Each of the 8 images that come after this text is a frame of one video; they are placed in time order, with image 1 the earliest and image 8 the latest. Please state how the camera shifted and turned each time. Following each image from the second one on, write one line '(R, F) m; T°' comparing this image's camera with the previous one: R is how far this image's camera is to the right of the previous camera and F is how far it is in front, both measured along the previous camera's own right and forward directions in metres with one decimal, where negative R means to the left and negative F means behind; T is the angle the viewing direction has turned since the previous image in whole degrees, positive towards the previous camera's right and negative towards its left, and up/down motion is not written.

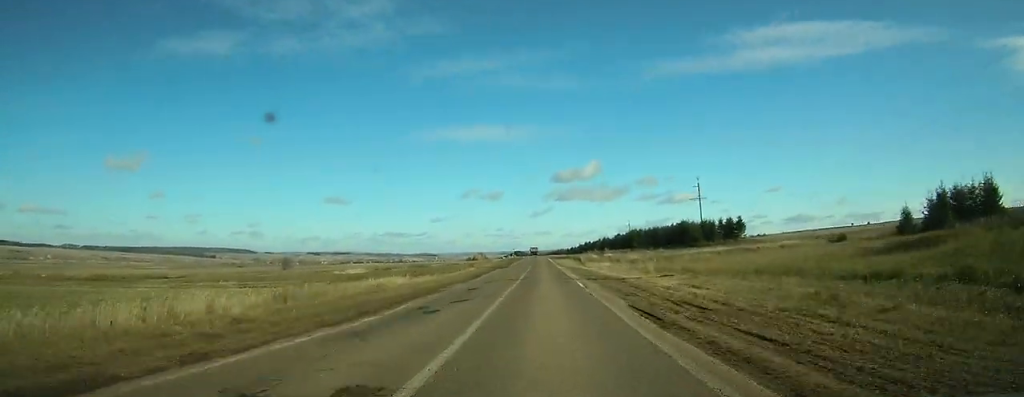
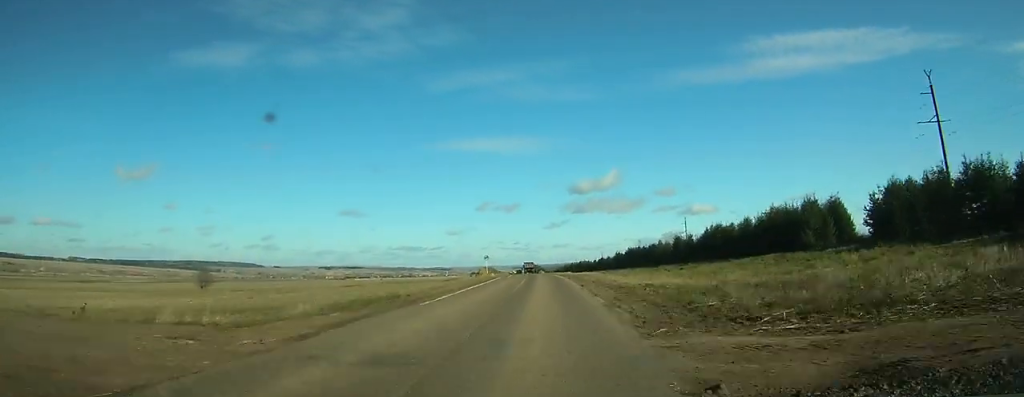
(-1.2, +124.0) m; -1°
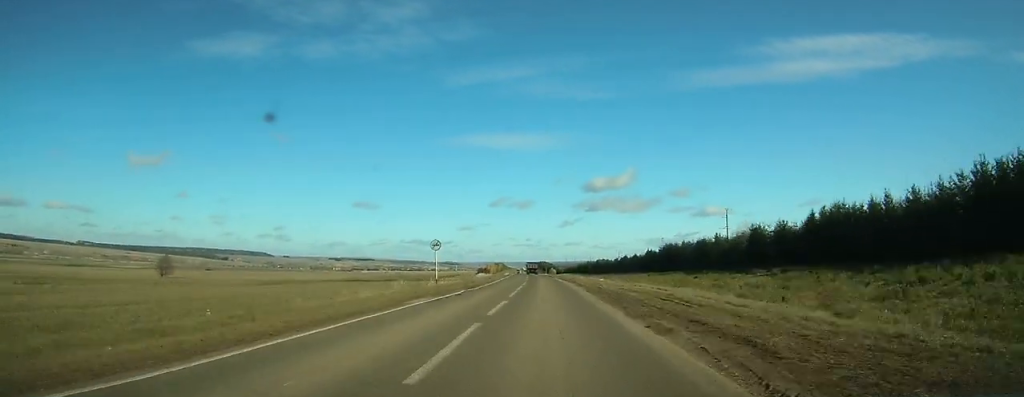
(-0.4, +47.9) m; -1°
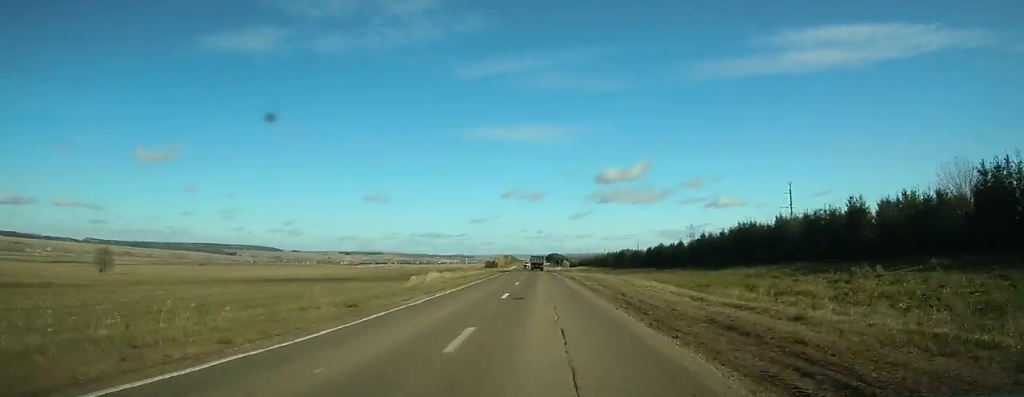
(-0.6, +52.8) m; -1°
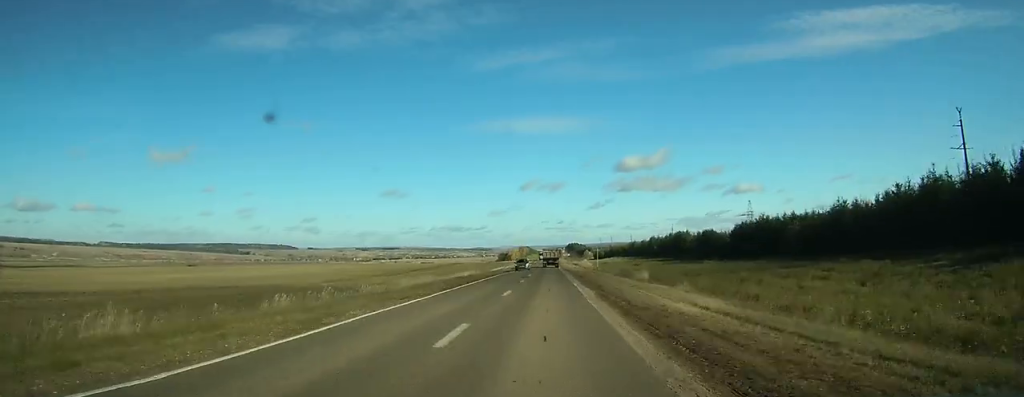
(-0.8, +73.3) m; -1°
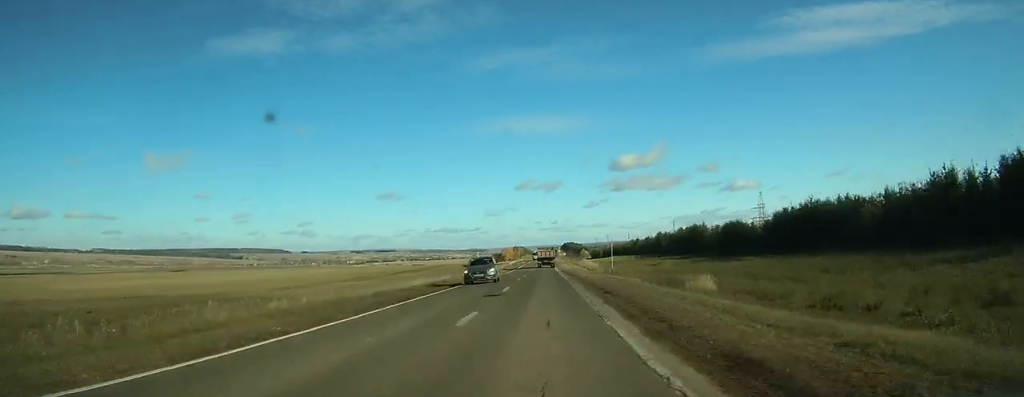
(-0.1, +21.8) m; 0°
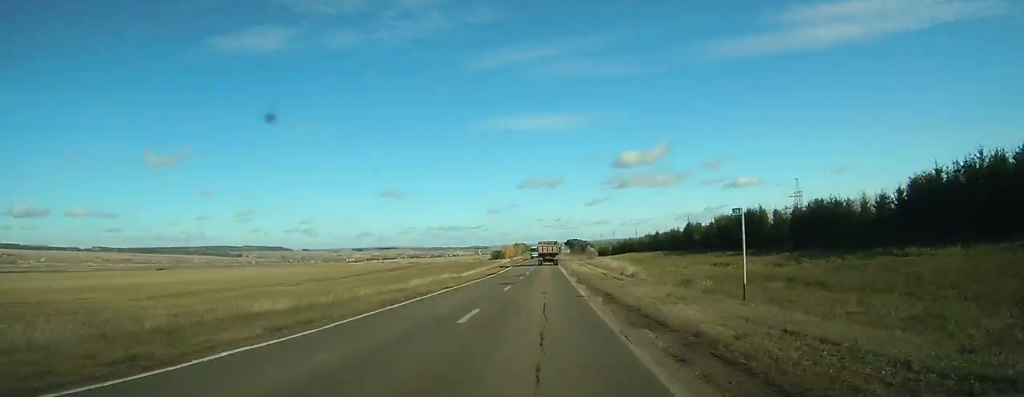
(0.0, +31.3) m; 0°
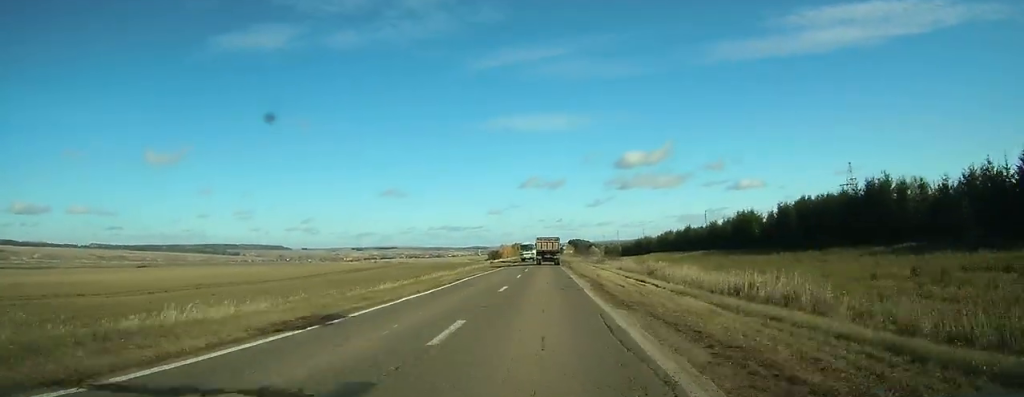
(-0.1, +34.8) m; 0°
